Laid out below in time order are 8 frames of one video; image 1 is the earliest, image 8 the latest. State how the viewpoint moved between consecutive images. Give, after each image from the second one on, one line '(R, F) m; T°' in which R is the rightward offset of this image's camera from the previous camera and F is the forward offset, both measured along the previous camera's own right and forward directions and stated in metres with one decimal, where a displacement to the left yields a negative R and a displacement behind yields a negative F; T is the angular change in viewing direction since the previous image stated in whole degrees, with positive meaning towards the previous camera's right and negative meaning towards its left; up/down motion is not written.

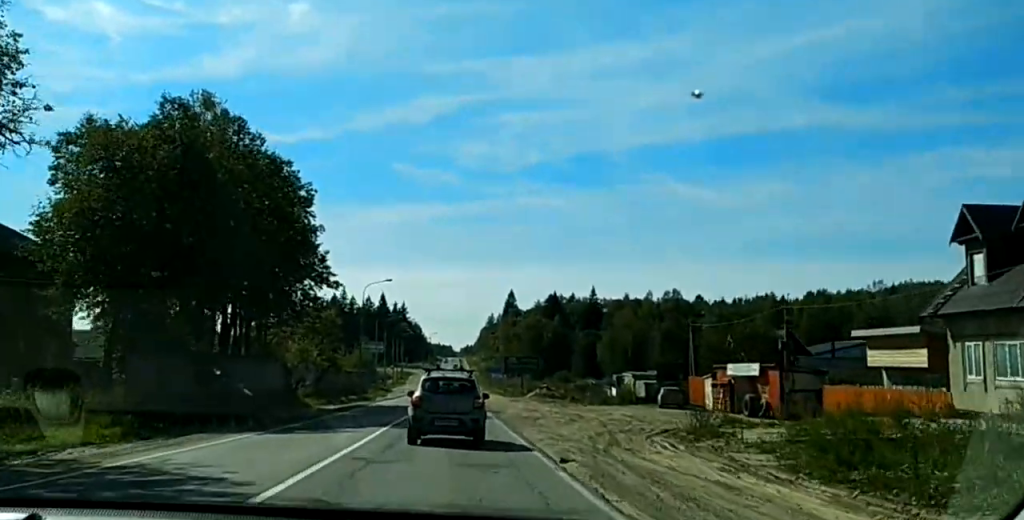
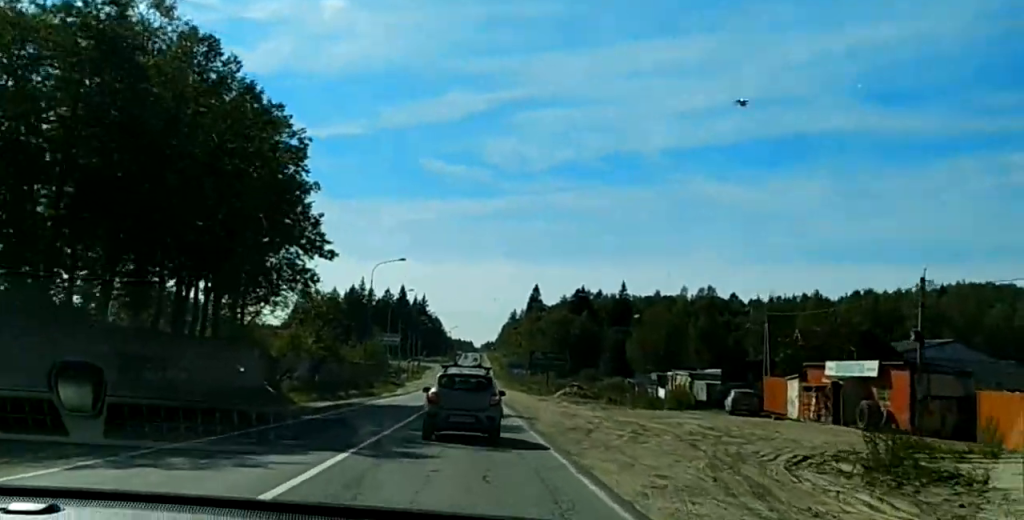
(-0.3, +13.7) m; 0°
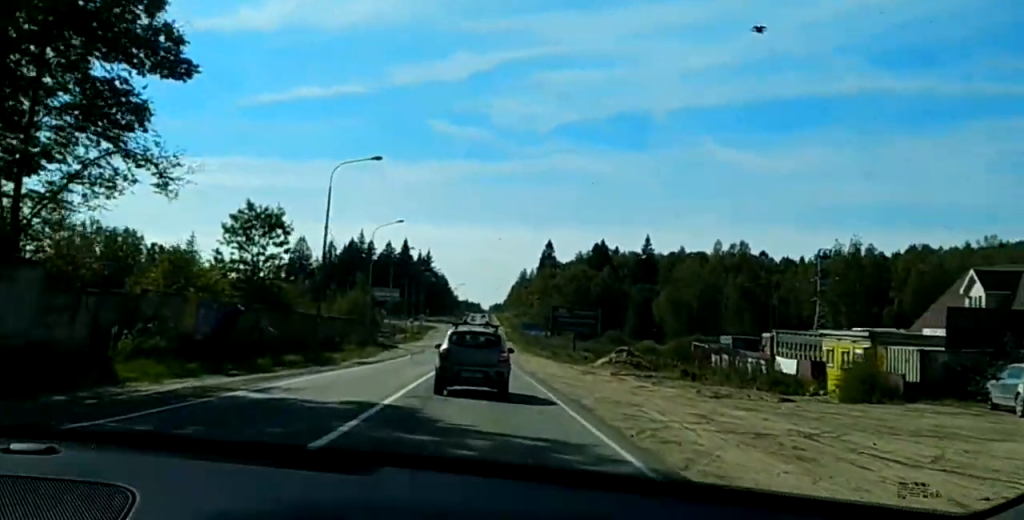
(+0.7, +31.4) m; +1°
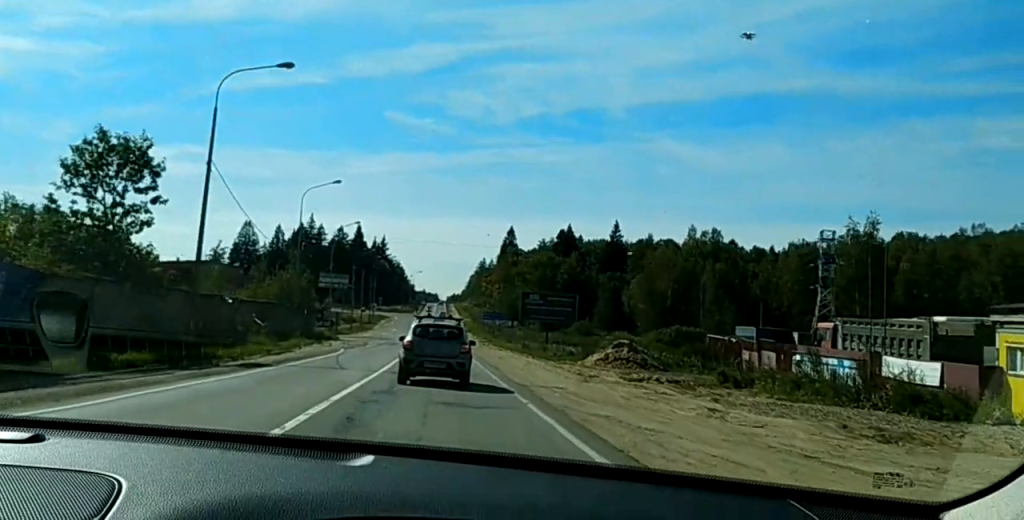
(+0.2, +19.7) m; +2°
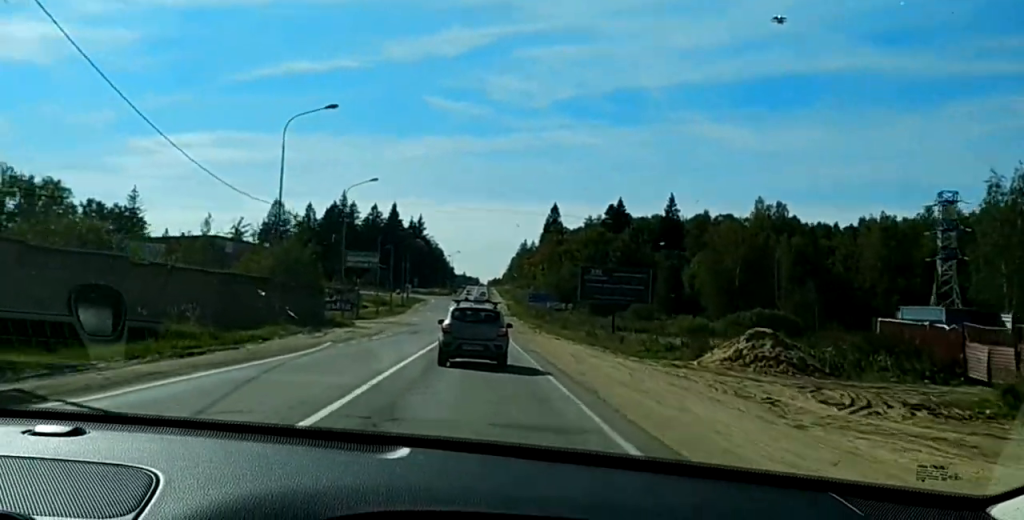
(+0.5, +21.6) m; 0°
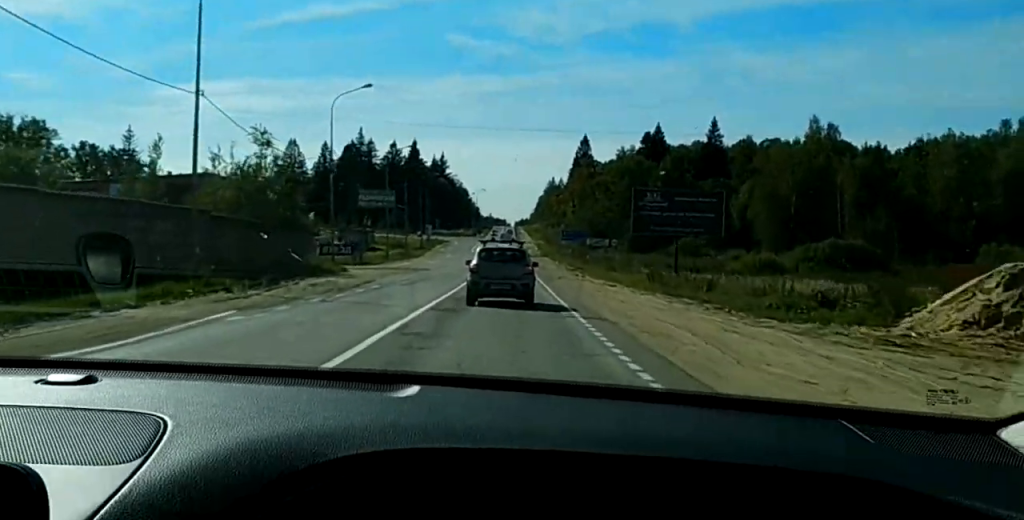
(-0.5, +19.1) m; -1°
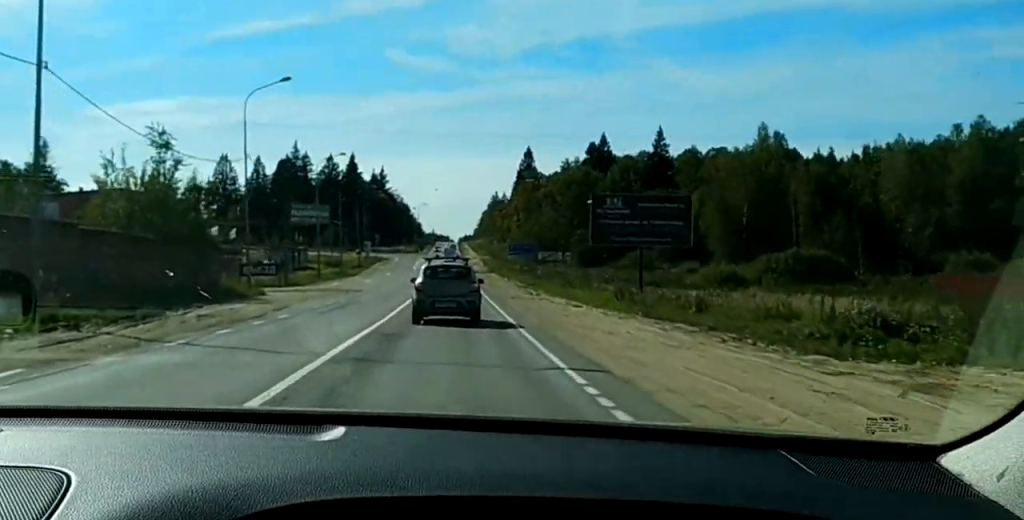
(-0.3, +7.8) m; 0°
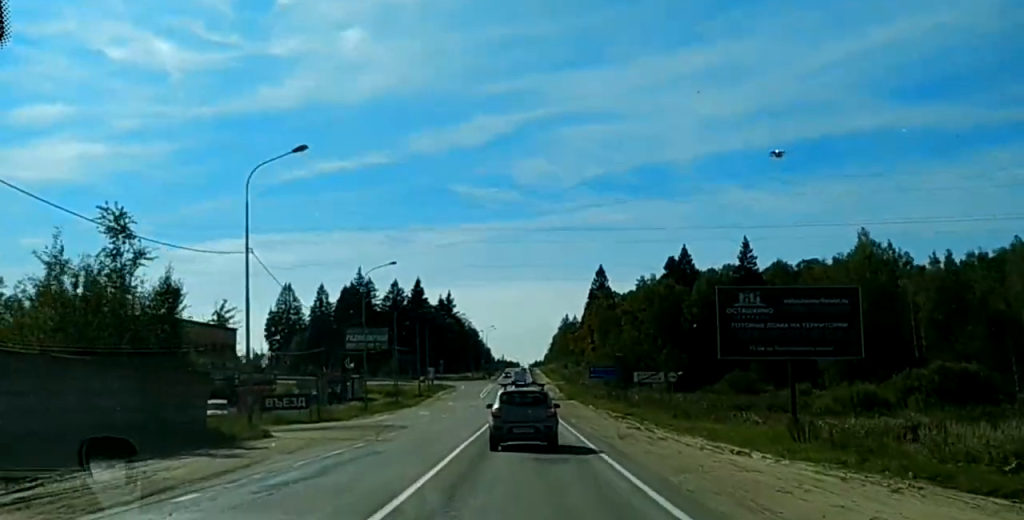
(+0.8, +16.3) m; +1°
